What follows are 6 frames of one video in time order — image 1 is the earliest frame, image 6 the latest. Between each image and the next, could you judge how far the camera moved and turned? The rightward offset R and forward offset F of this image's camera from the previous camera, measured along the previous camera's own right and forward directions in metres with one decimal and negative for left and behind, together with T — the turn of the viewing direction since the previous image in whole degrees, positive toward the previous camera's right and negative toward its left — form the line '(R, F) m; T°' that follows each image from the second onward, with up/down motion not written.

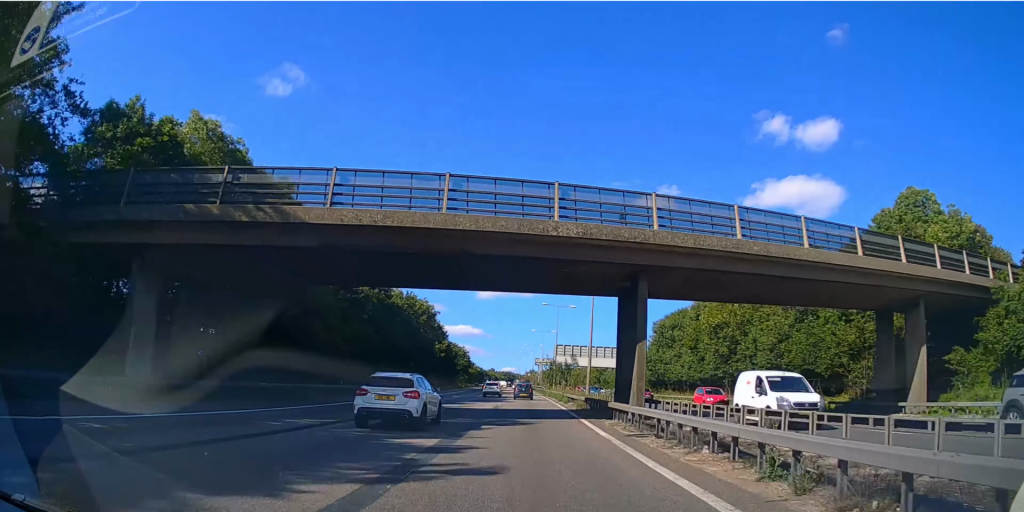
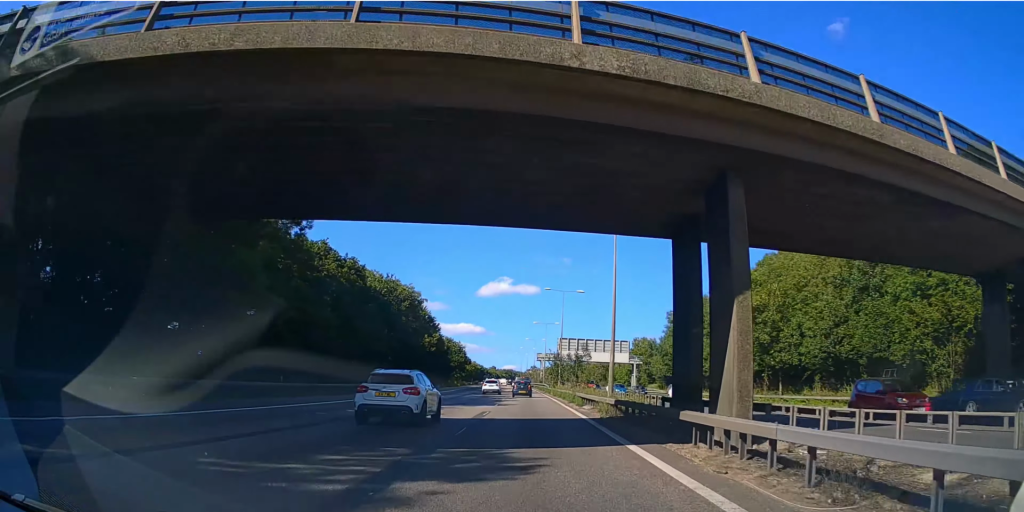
(0.0, +11.4) m; 0°
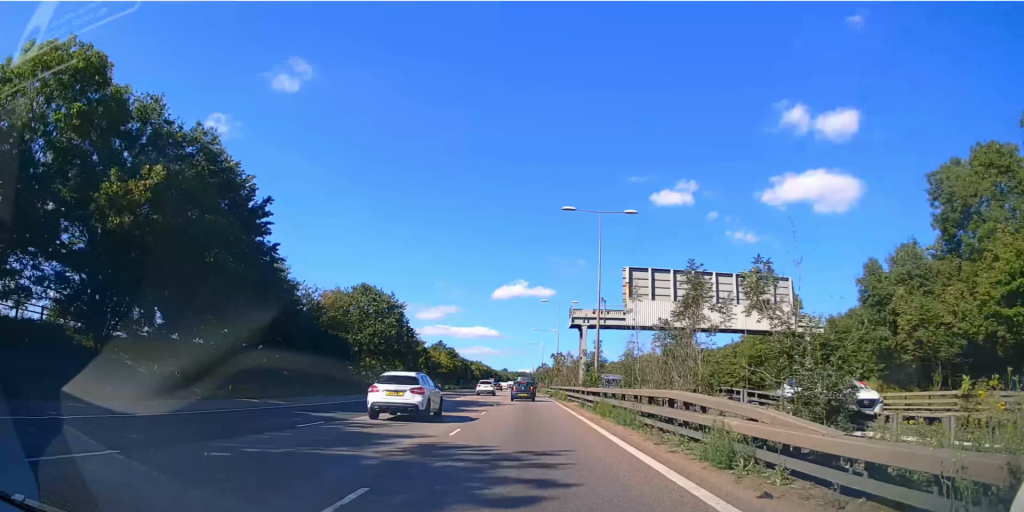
(-0.9, +76.1) m; -1°
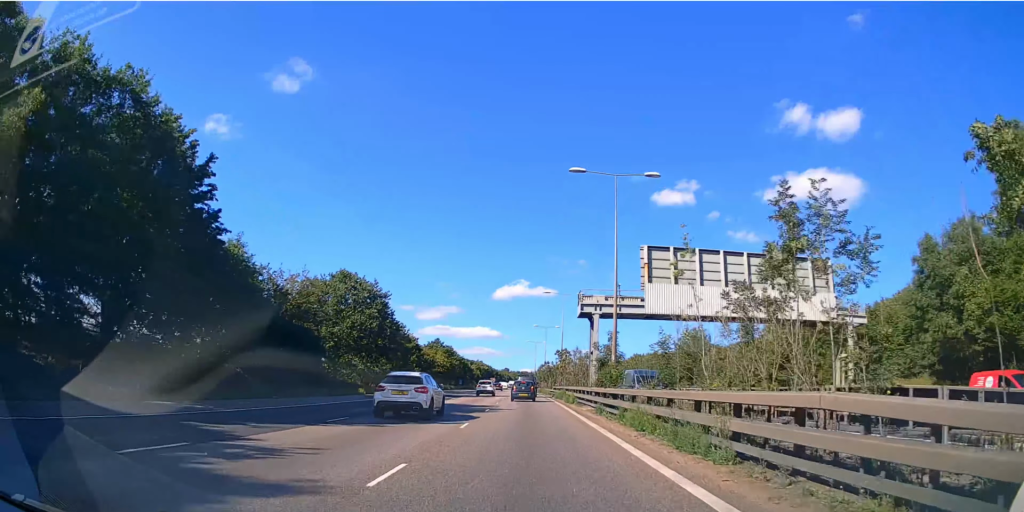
(0.0, +7.7) m; 0°
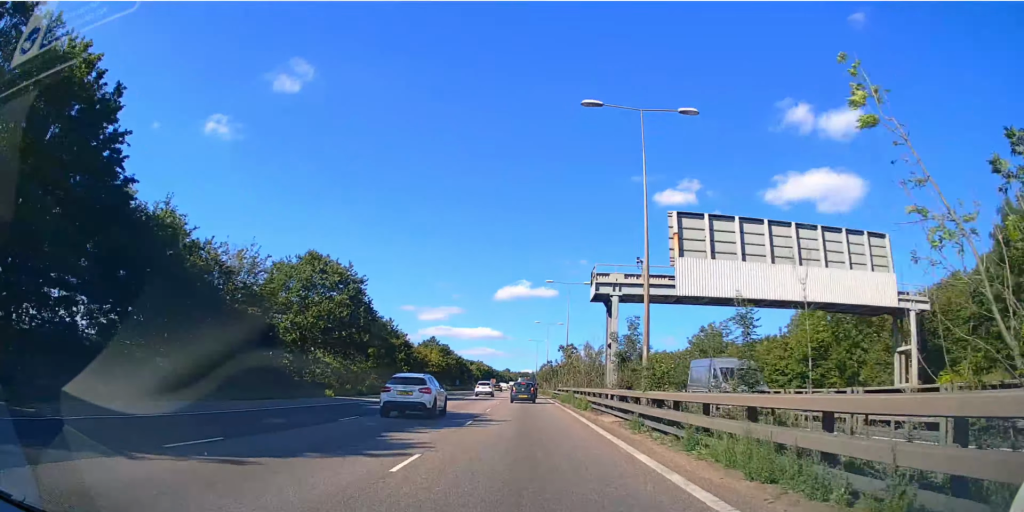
(+0.1, +8.5) m; 0°
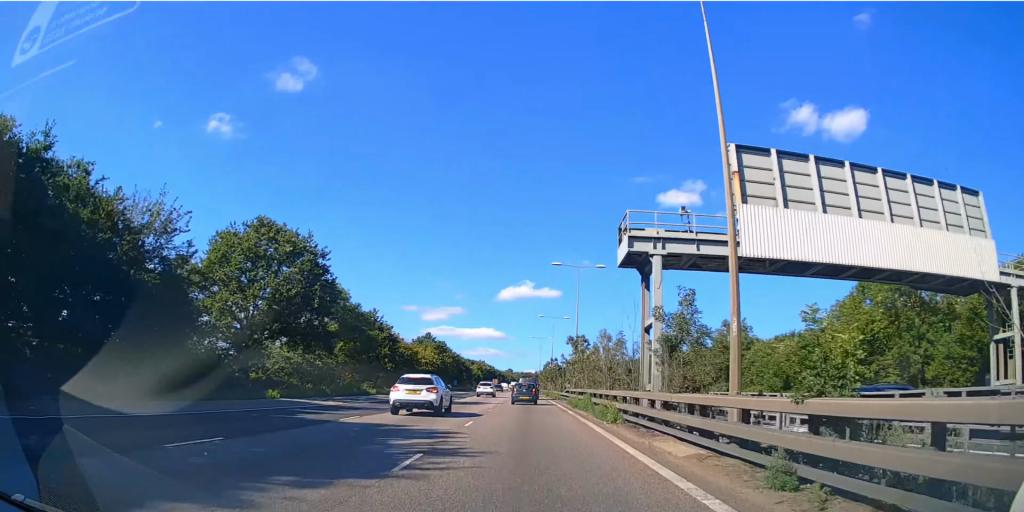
(0.0, +9.5) m; 0°
